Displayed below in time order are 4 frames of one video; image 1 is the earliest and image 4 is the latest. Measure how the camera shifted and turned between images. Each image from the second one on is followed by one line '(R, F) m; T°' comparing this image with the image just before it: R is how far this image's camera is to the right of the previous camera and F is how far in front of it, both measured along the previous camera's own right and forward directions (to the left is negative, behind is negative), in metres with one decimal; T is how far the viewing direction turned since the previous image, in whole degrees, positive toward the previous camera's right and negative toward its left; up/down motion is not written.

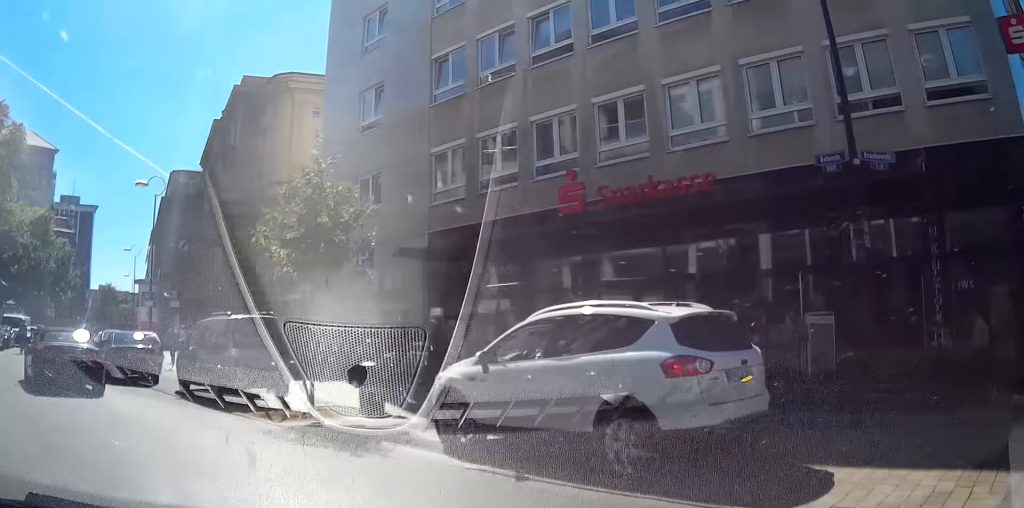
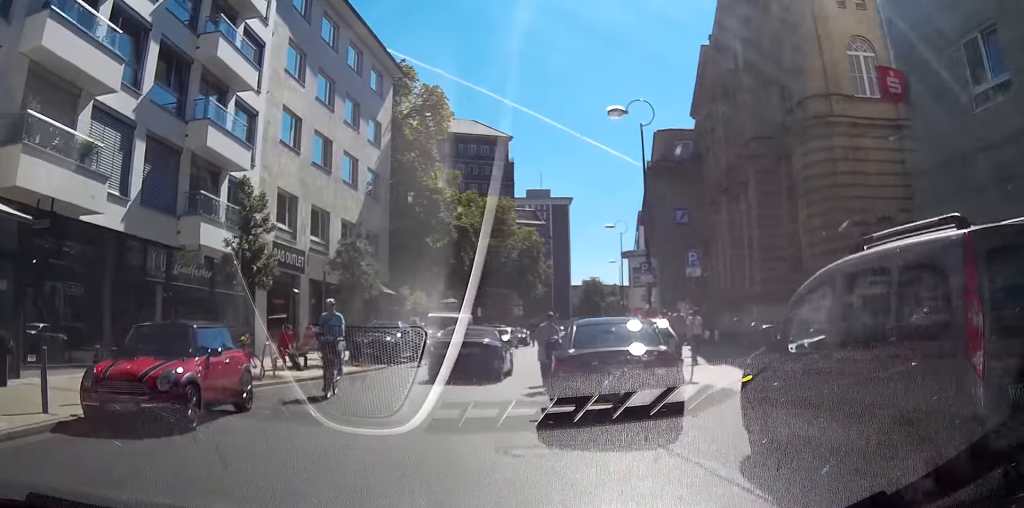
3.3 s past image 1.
(-0.9, +11.4) m; -10°
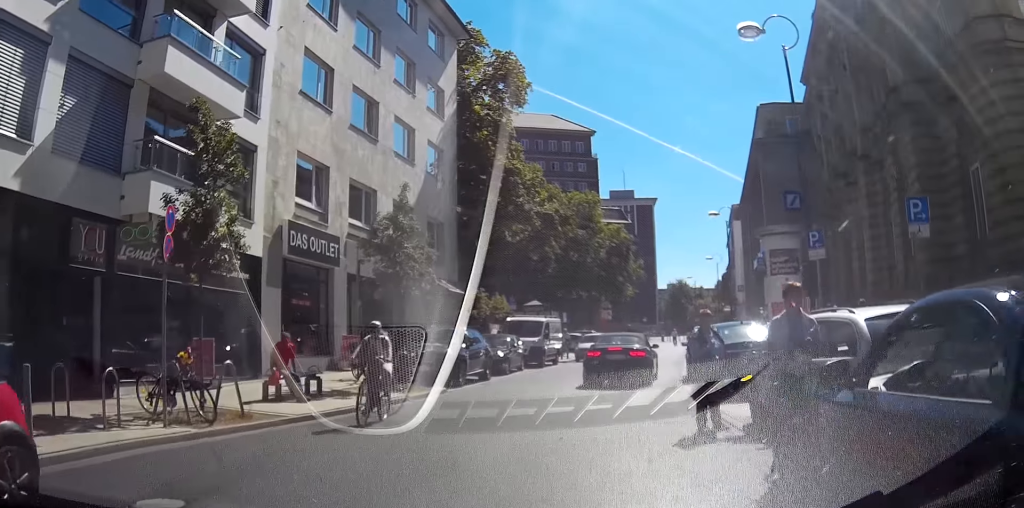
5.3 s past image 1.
(+0.4, +9.0) m; +2°
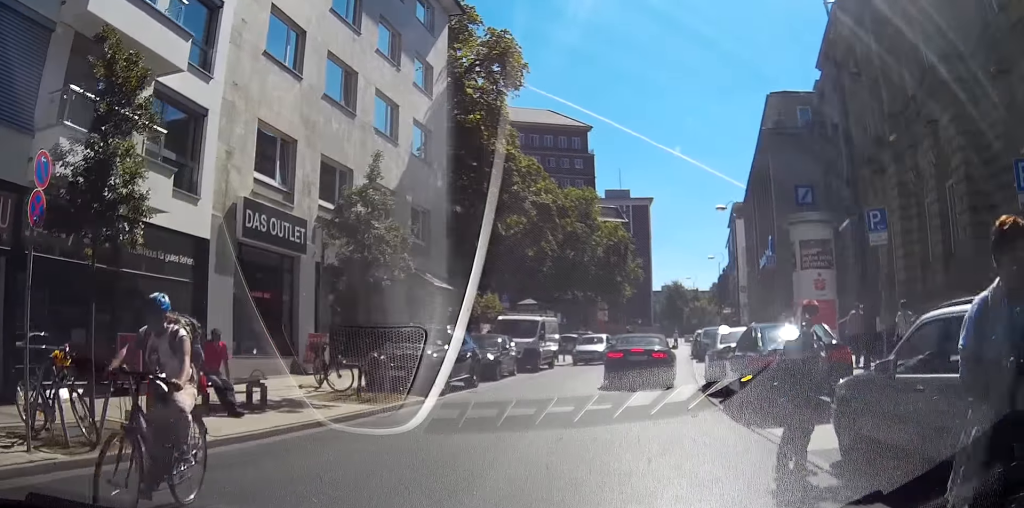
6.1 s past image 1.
(0.0, +3.8) m; 0°
